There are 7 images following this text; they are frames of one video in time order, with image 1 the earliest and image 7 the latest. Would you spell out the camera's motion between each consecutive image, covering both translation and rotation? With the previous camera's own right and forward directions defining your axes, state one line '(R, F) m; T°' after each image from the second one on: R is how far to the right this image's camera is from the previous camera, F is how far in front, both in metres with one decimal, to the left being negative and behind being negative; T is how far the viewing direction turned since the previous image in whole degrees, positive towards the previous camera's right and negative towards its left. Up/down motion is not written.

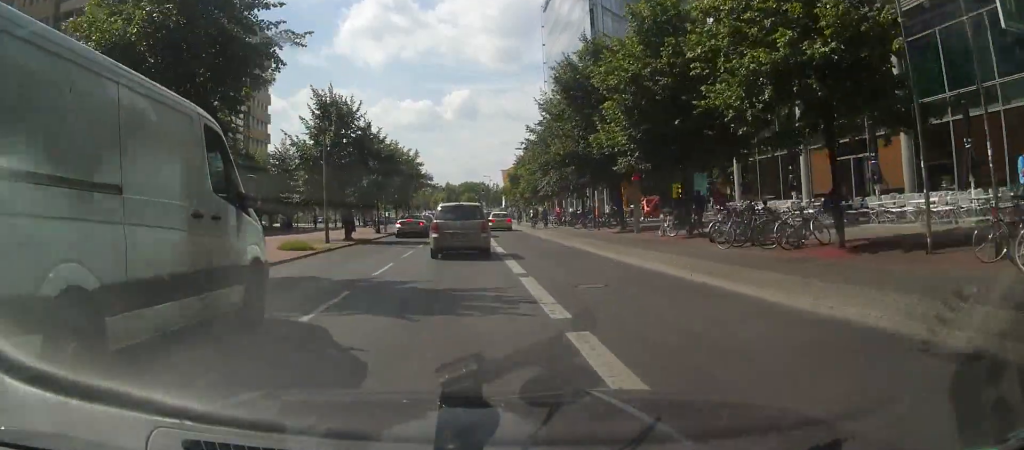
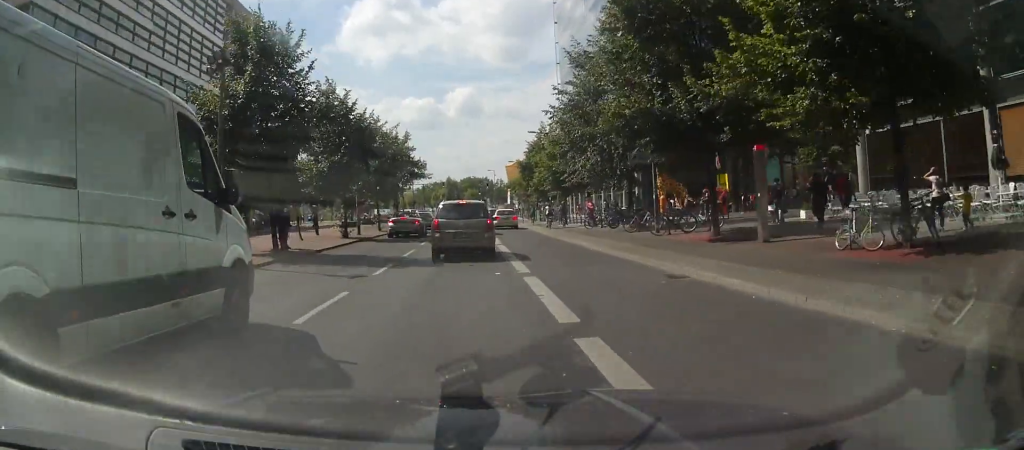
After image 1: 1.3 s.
(0.0, +13.3) m; 0°
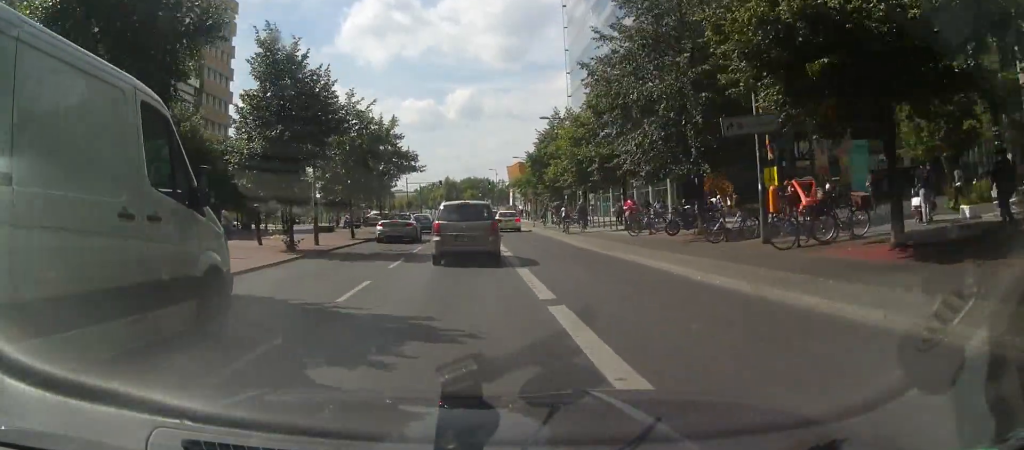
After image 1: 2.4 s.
(0.0, +10.2) m; 0°
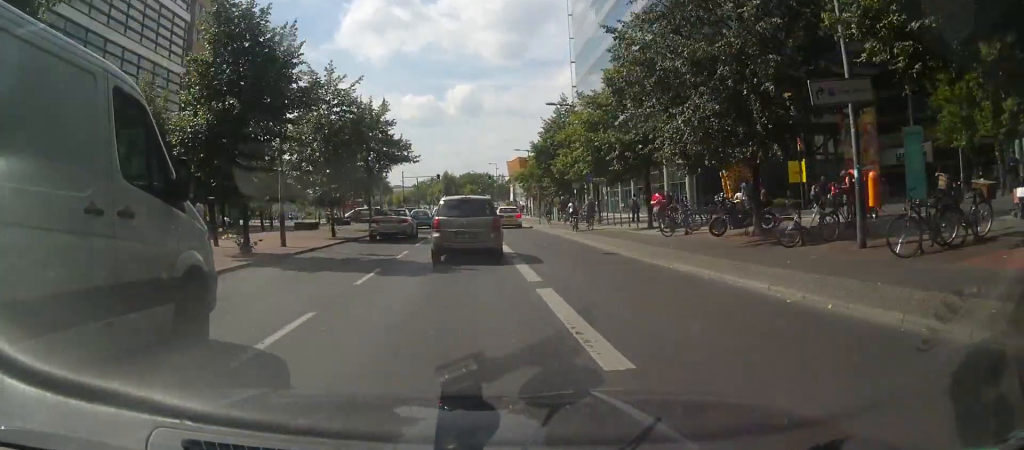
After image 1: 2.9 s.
(0.0, +4.7) m; 0°
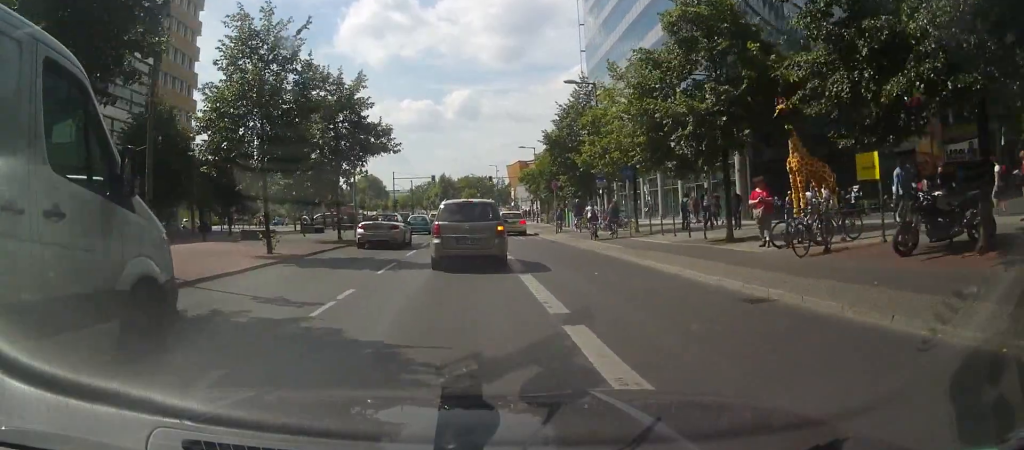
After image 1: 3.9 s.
(0.0, +9.4) m; 0°
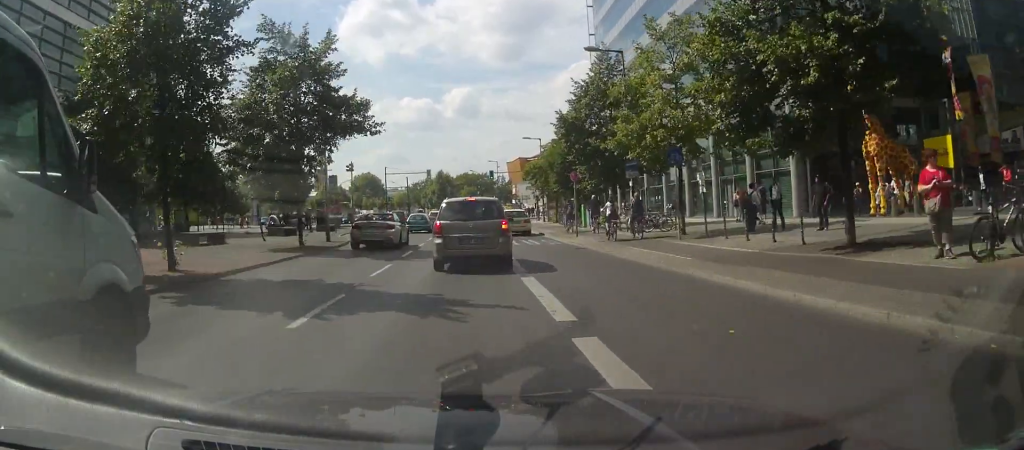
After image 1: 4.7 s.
(0.0, +7.2) m; -3°
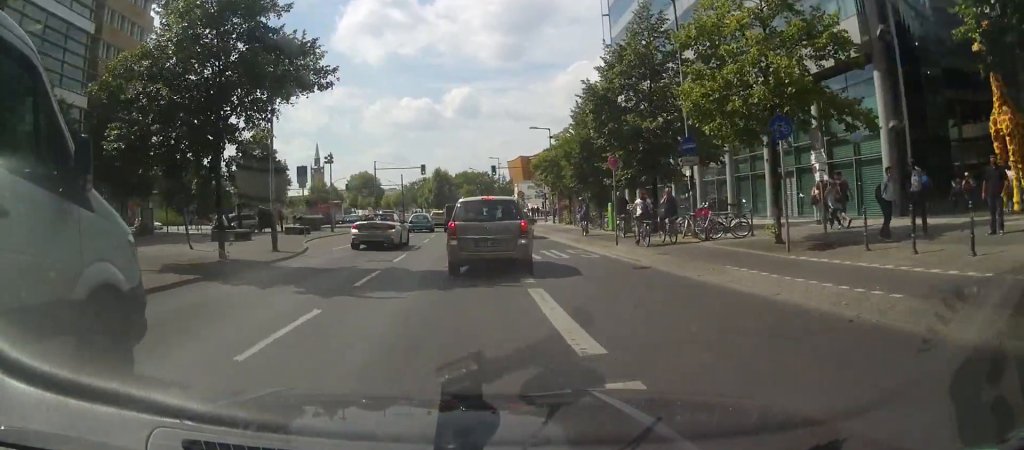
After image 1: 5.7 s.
(-0.5, +8.0) m; -1°
